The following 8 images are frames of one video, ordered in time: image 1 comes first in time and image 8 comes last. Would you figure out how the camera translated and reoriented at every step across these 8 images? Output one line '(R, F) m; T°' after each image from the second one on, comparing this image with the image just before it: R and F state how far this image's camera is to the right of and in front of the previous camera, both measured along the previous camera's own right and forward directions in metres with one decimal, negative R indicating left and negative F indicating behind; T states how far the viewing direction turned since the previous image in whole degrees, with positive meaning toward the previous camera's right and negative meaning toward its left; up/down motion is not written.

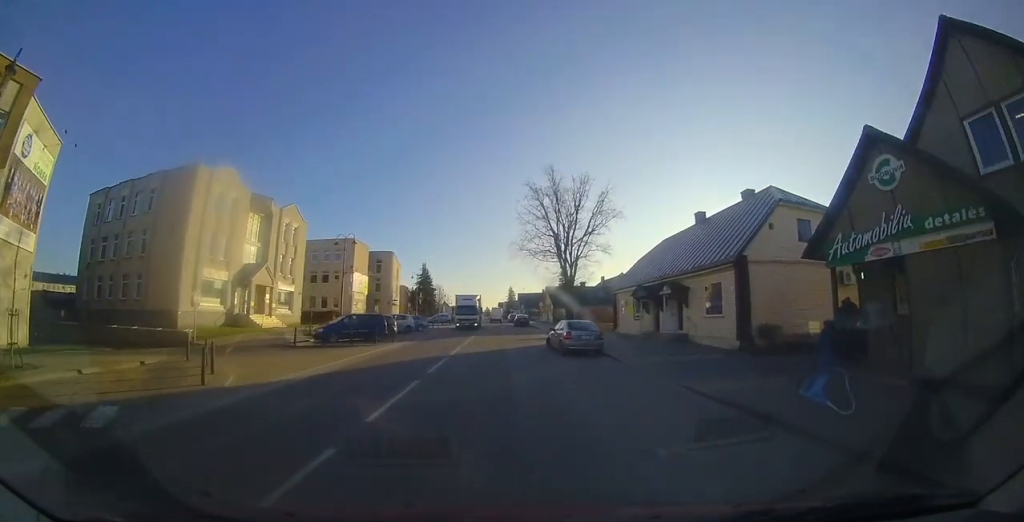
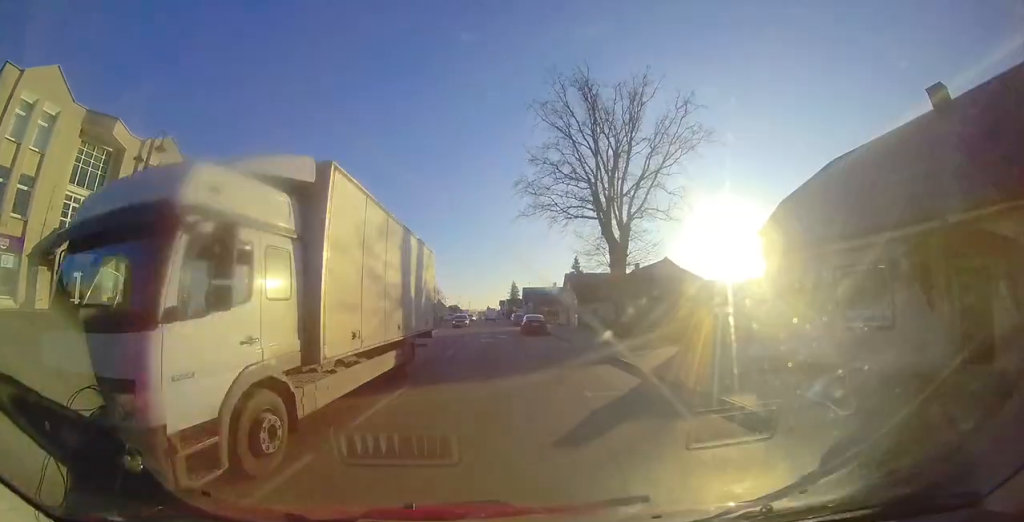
(+1.5, +14.9) m; +4°
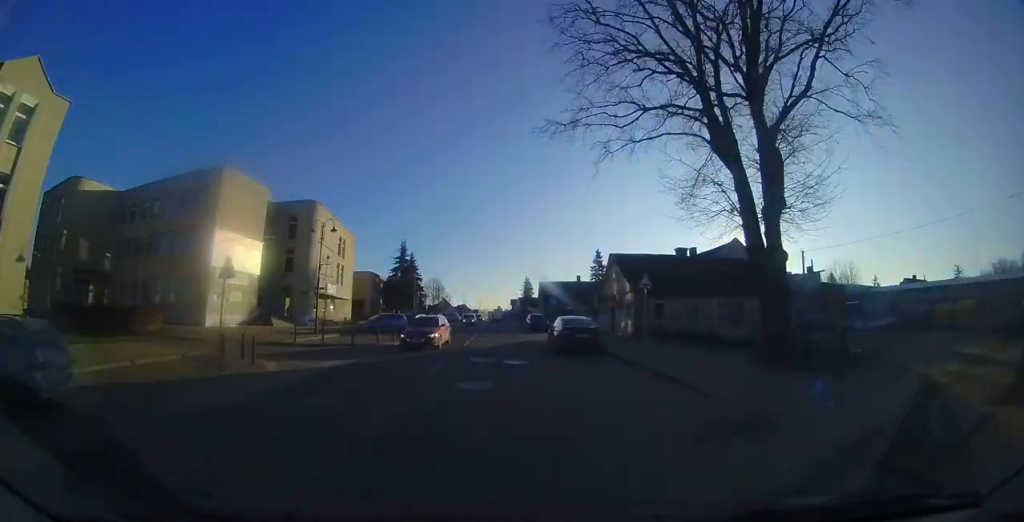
(-0.4, +11.2) m; -3°
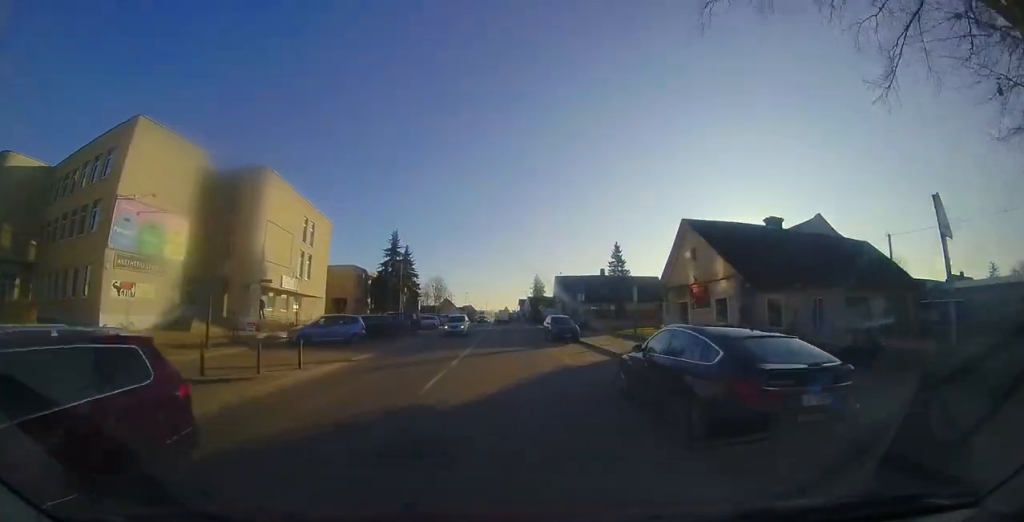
(0.0, +8.6) m; 0°
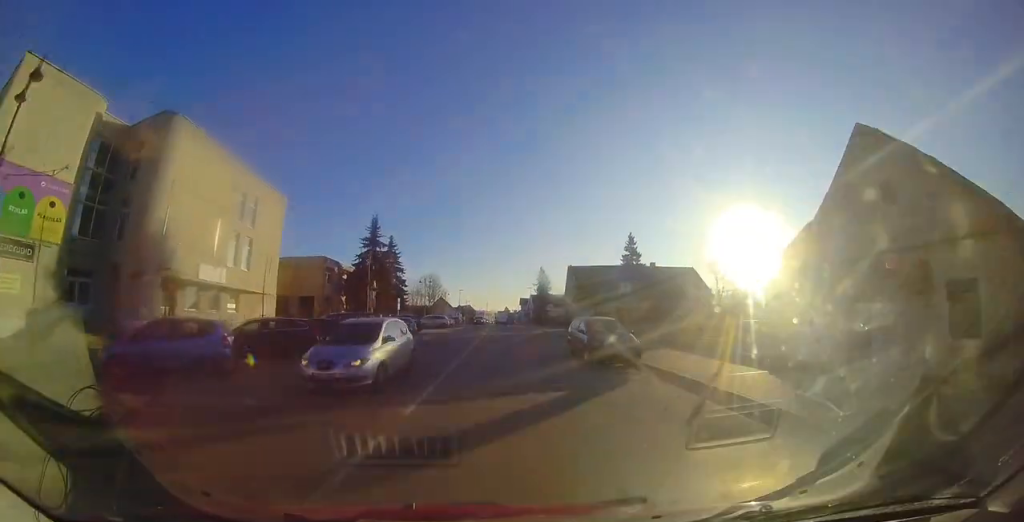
(0.0, +8.2) m; +1°
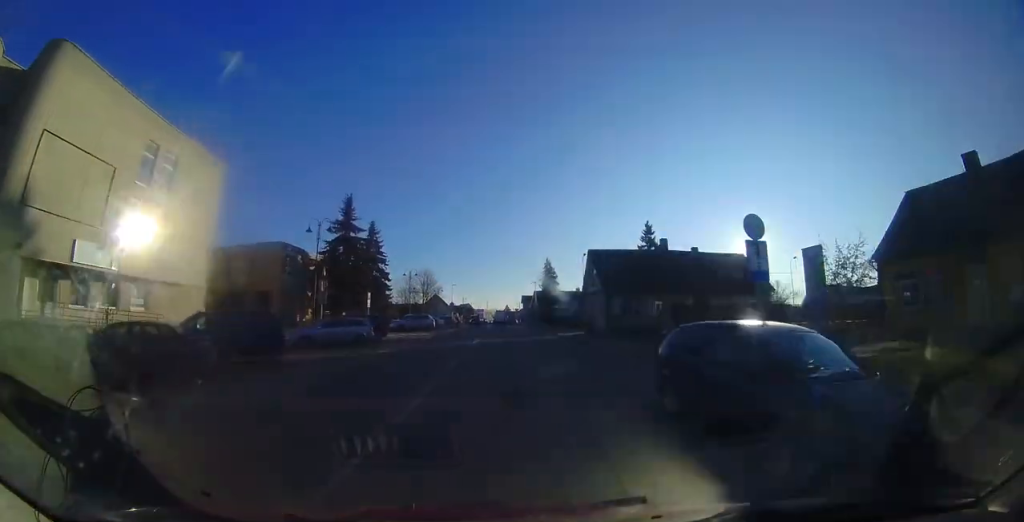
(+0.1, +7.9) m; 0°
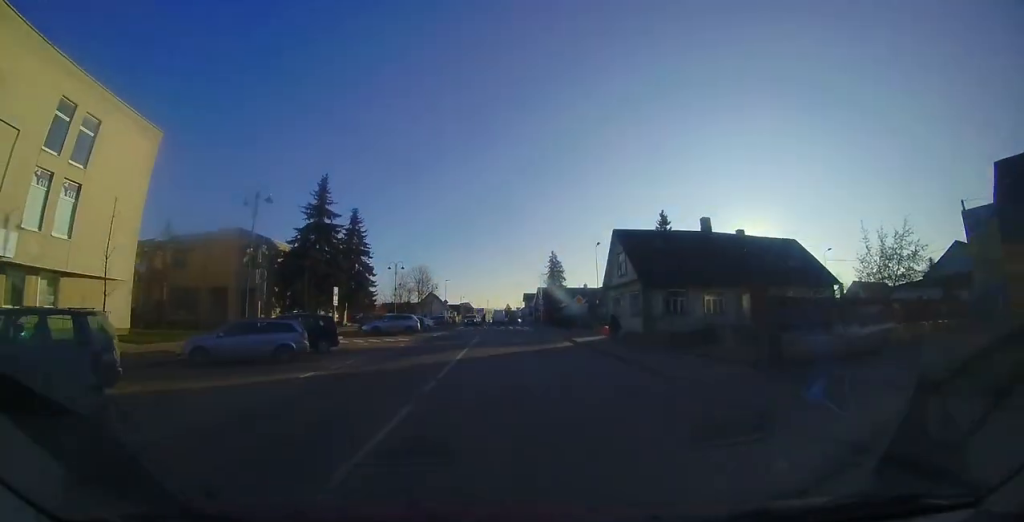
(+0.1, +6.0) m; 0°
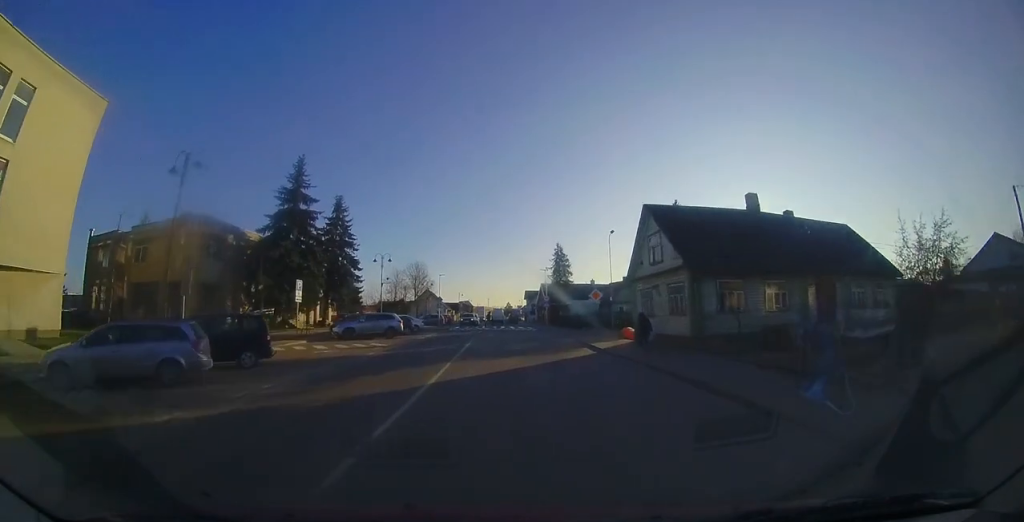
(-0.1, +4.5) m; 0°
